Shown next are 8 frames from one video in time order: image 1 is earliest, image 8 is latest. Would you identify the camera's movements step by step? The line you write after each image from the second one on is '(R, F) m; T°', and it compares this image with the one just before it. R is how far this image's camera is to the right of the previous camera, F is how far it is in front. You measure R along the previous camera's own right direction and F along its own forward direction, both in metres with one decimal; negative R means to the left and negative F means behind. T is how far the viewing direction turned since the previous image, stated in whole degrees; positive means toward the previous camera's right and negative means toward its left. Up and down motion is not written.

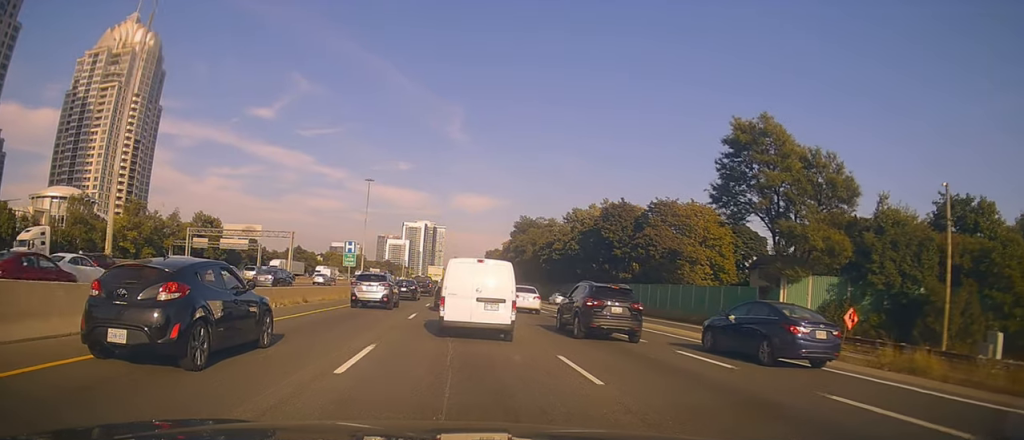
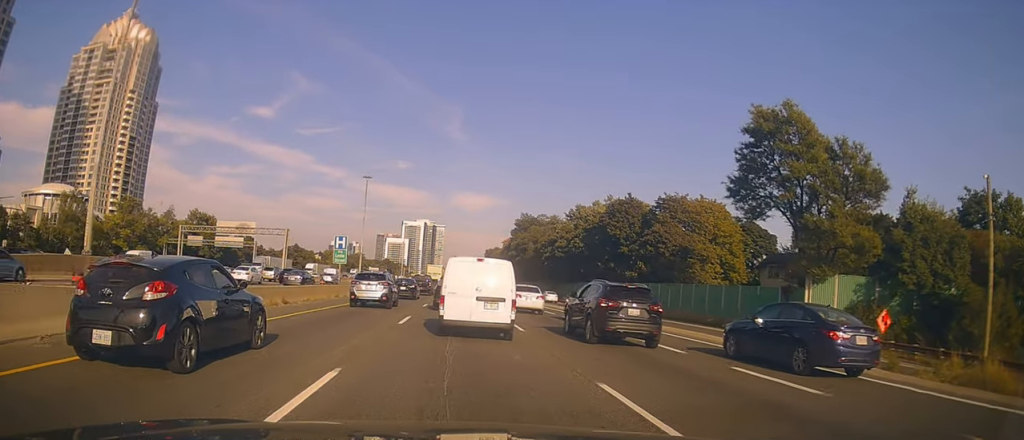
(+0.1, +2.6) m; -2°
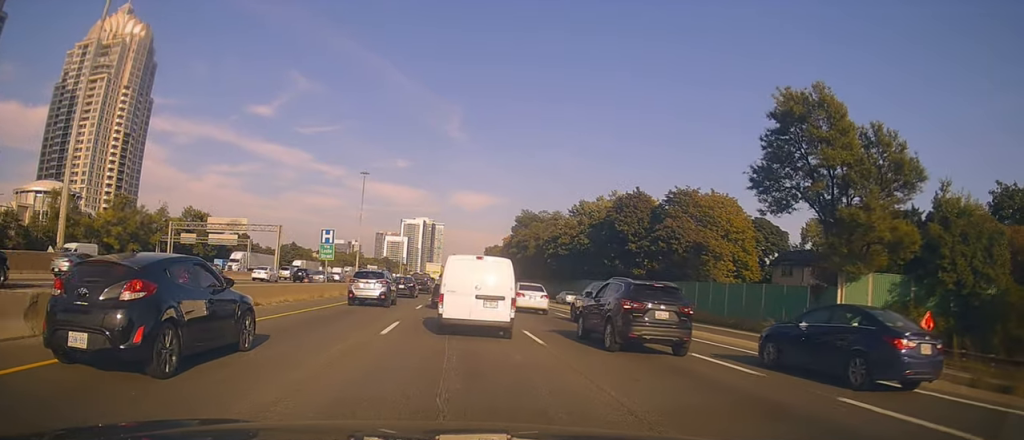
(-0.2, +3.4) m; 0°
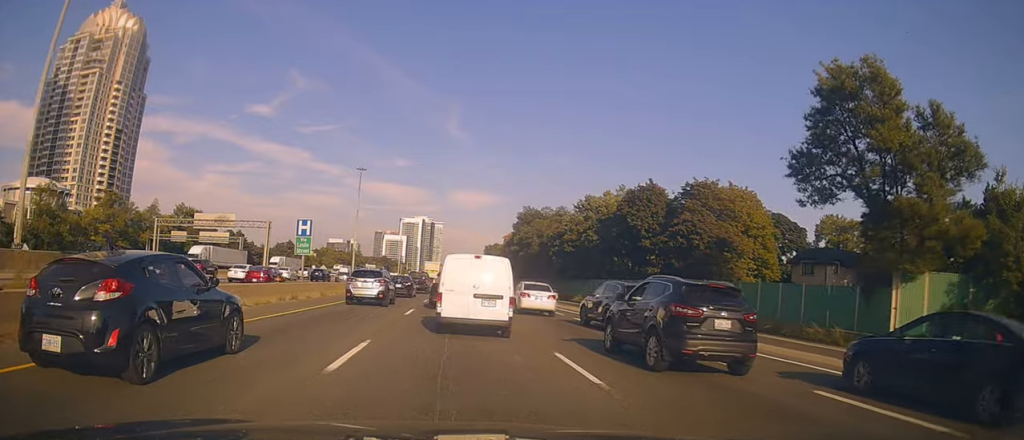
(0.0, +5.0) m; 0°
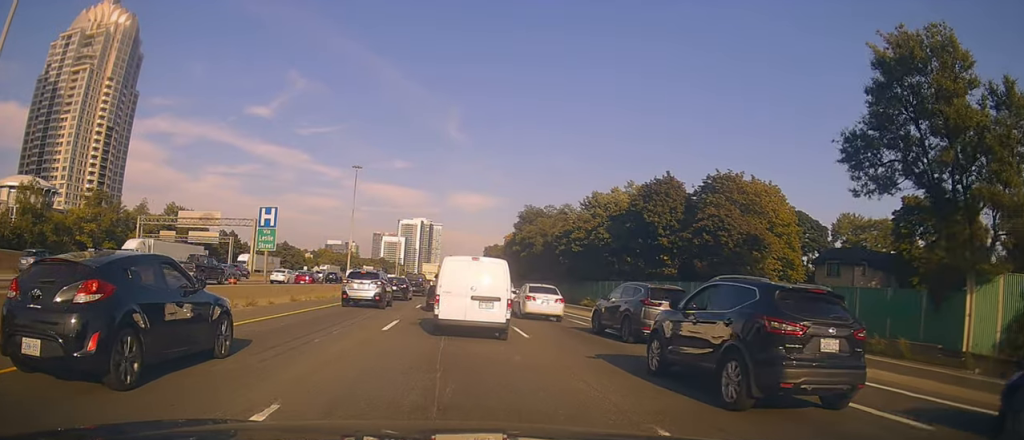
(+0.1, +5.8) m; 0°
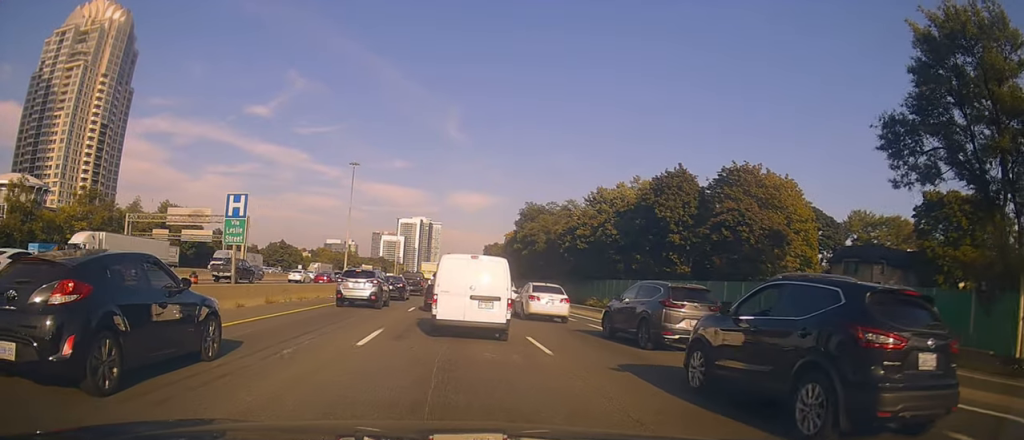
(-0.1, +3.5) m; -1°
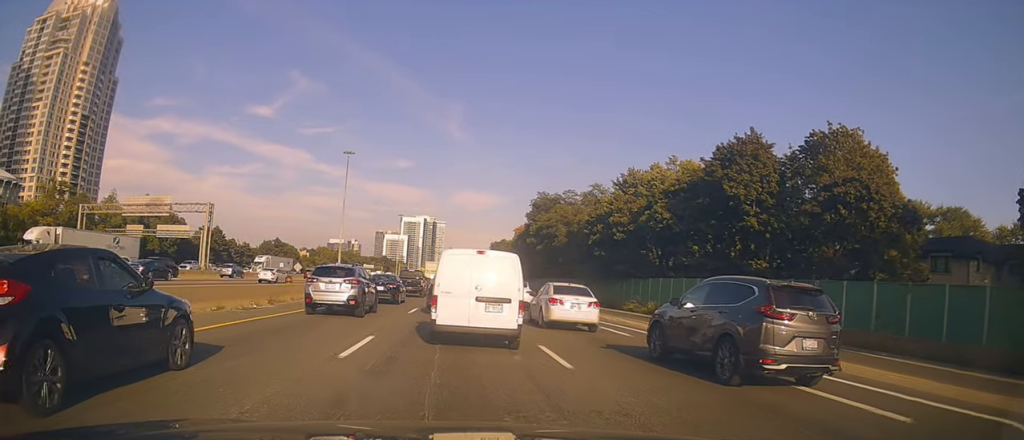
(+0.9, +14.9) m; +6°
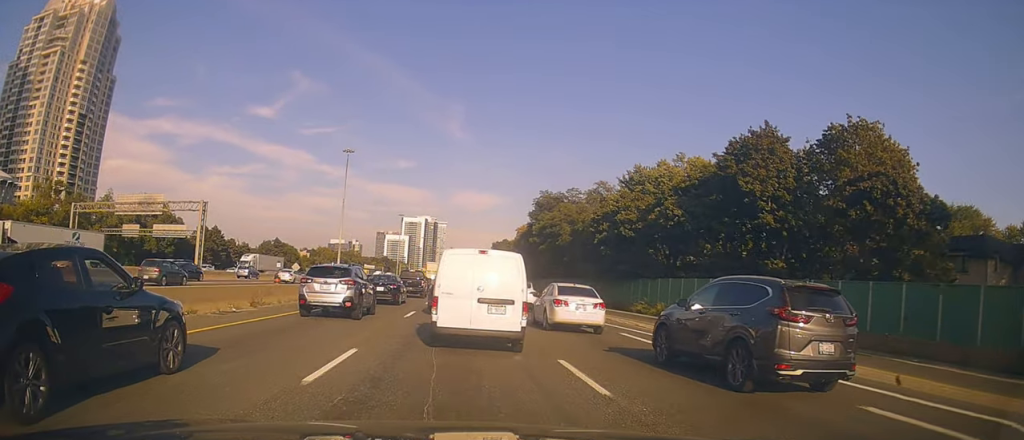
(+0.1, +2.3) m; 0°
